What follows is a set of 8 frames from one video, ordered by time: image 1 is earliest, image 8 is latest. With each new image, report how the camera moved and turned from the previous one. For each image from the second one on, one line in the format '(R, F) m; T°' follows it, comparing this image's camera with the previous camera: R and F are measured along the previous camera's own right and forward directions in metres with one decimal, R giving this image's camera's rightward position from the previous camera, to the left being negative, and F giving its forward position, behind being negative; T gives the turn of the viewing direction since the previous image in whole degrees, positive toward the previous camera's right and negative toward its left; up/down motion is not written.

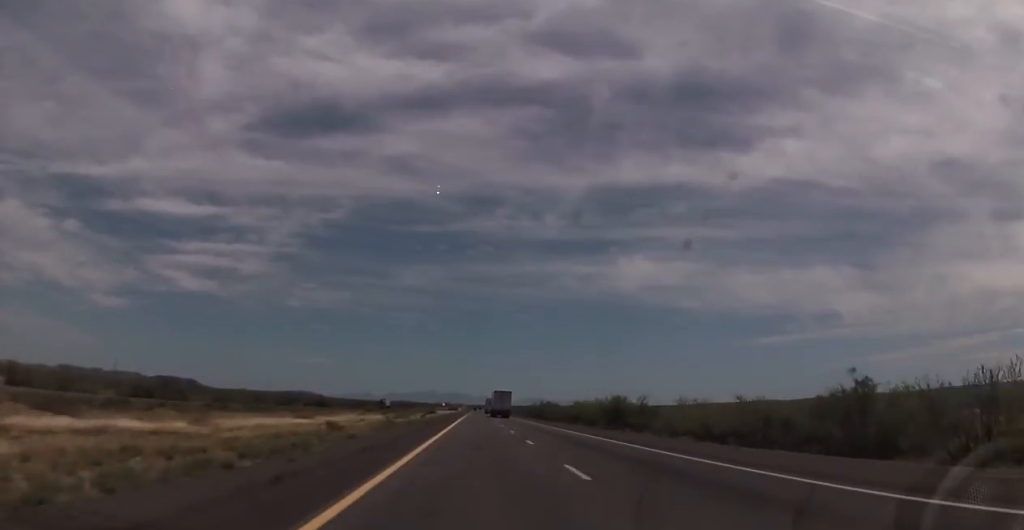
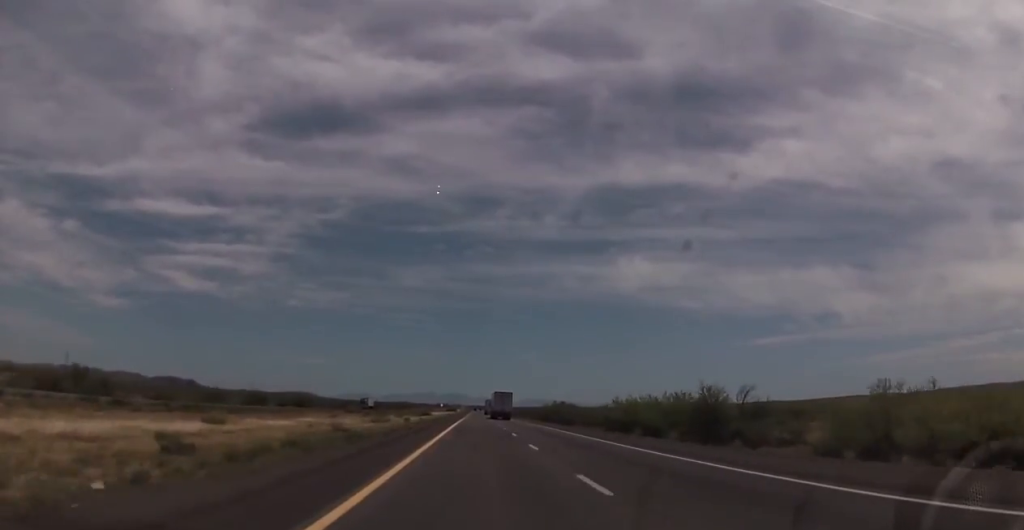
(-0.5, +26.2) m; 0°
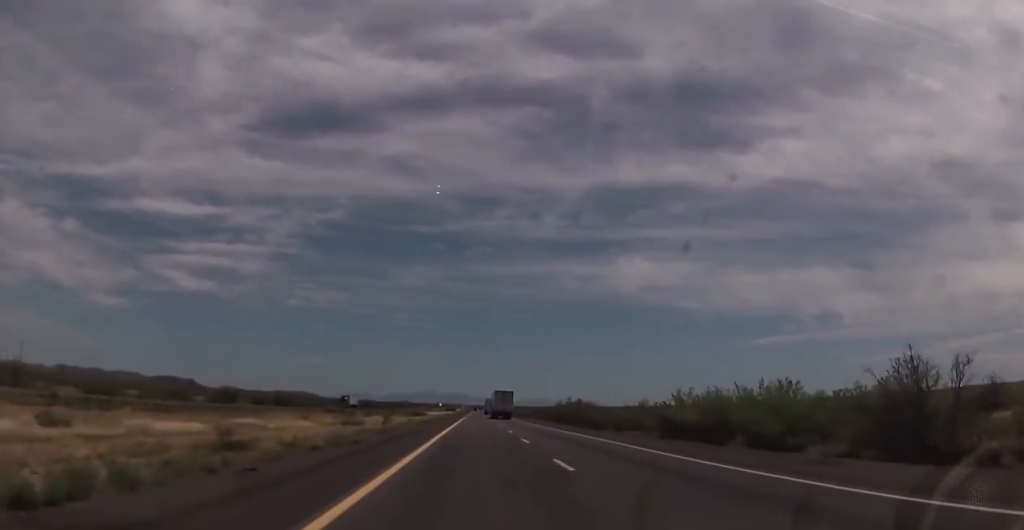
(+0.1, +20.3) m; 0°
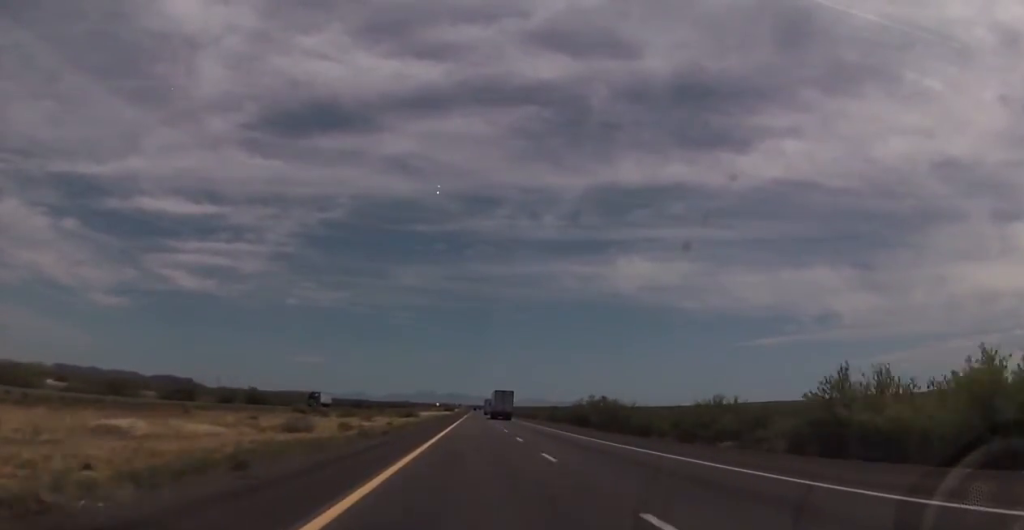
(+0.2, +21.5) m; +1°
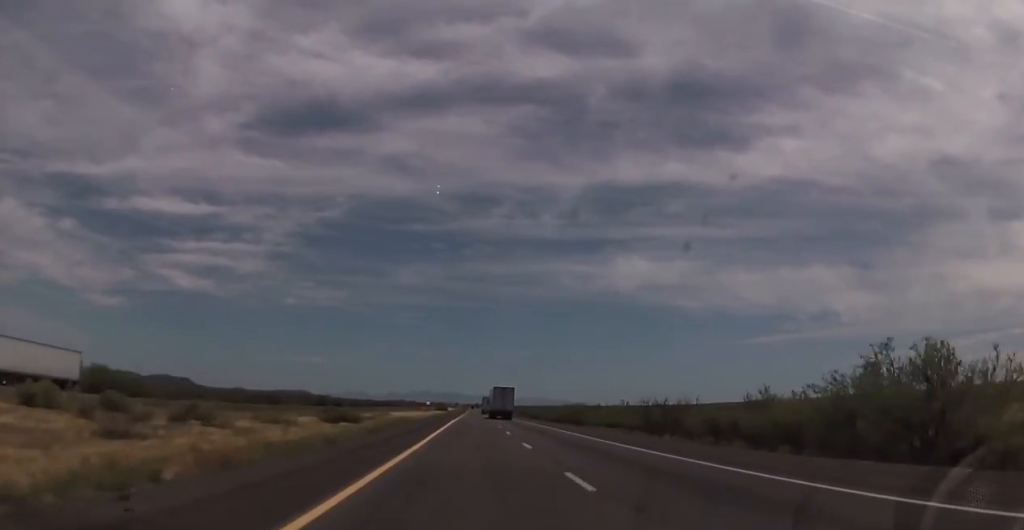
(-0.9, +67.4) m; -1°
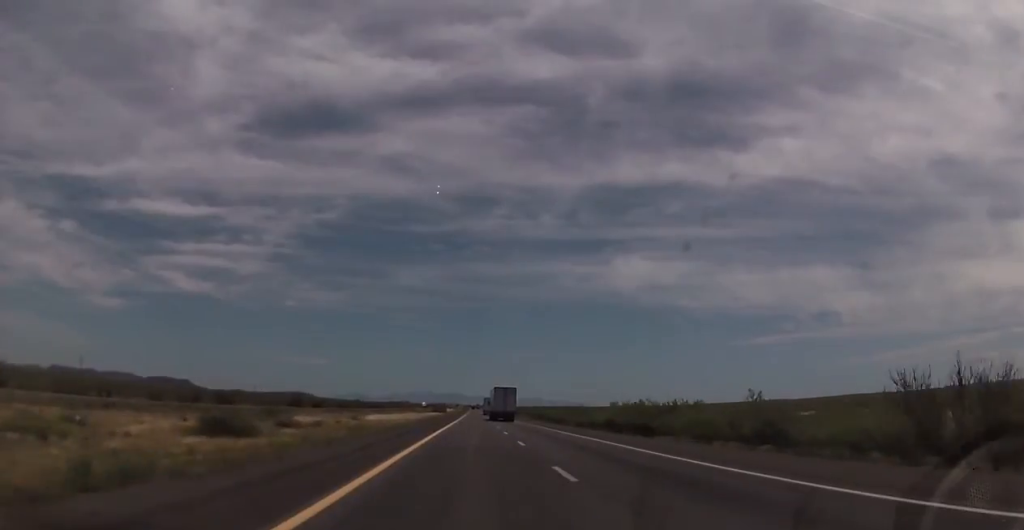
(+0.4, +35.2) m; +1°
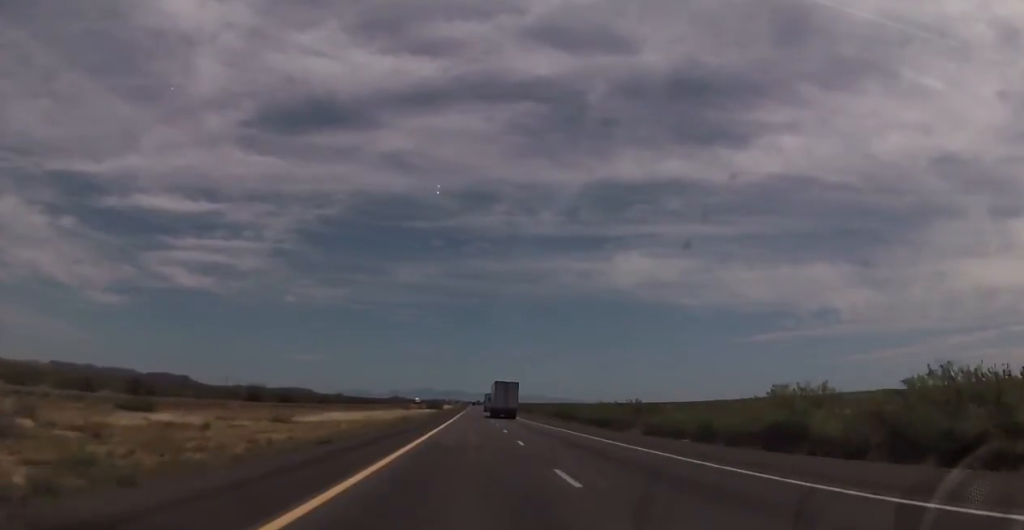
(+0.1, +37.8) m; 0°
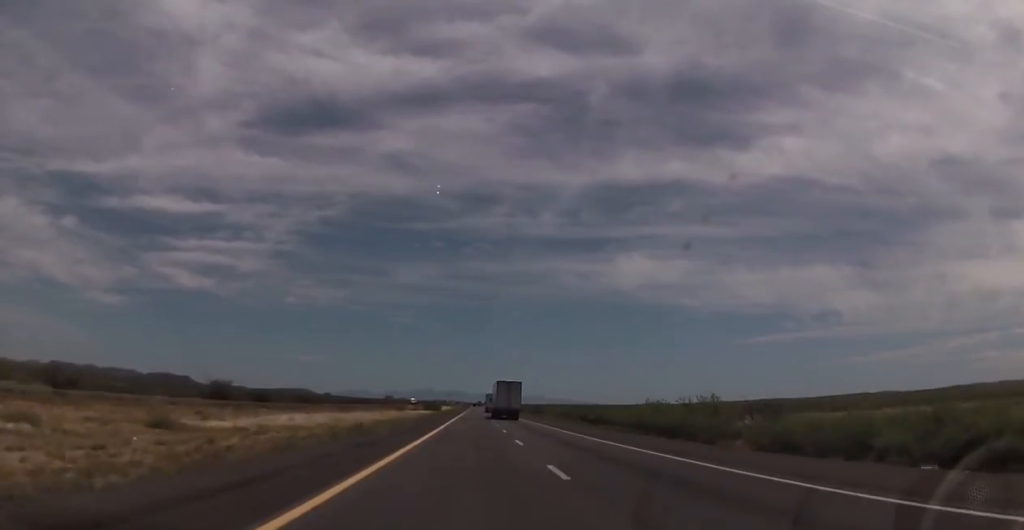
(0.0, +23.2) m; 0°
